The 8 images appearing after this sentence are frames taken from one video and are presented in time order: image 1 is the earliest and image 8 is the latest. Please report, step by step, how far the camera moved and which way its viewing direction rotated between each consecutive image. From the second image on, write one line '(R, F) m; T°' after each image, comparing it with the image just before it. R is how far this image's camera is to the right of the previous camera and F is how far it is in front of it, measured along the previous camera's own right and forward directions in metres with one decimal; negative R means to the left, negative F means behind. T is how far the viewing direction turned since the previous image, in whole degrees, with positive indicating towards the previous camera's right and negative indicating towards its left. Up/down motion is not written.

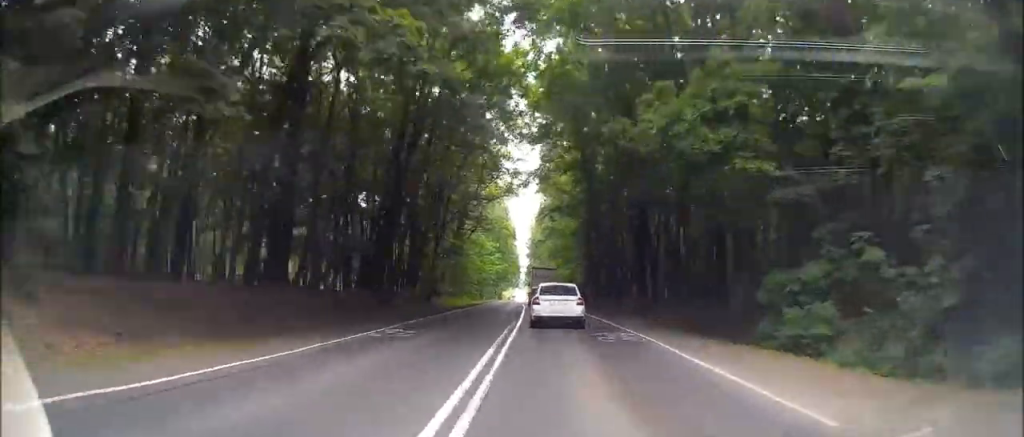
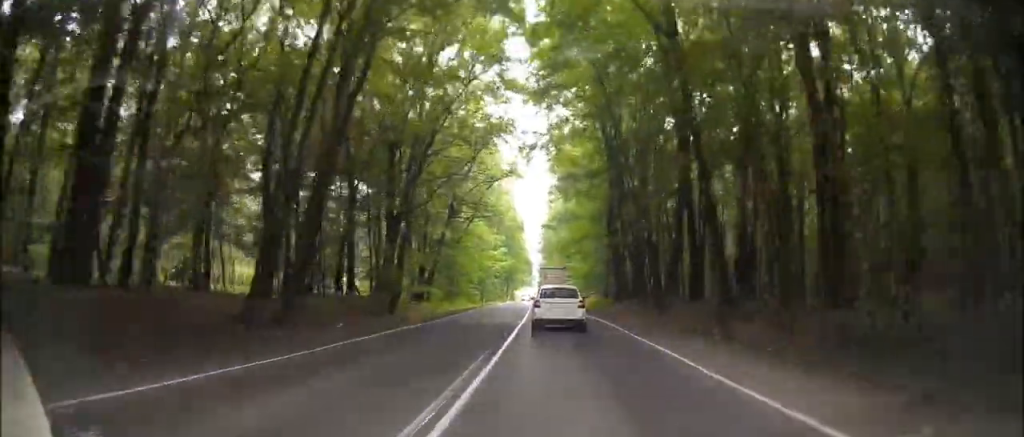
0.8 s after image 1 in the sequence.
(0.0, +14.1) m; +1°
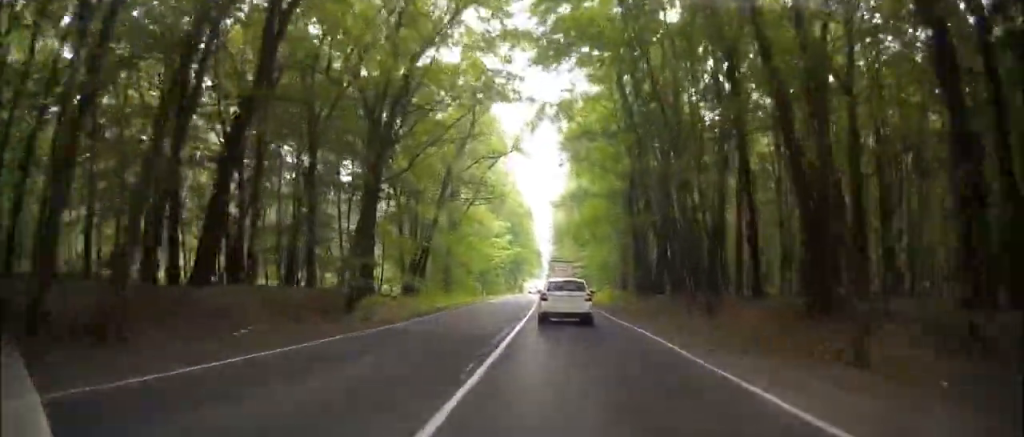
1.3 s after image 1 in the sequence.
(+0.4, +8.9) m; +1°
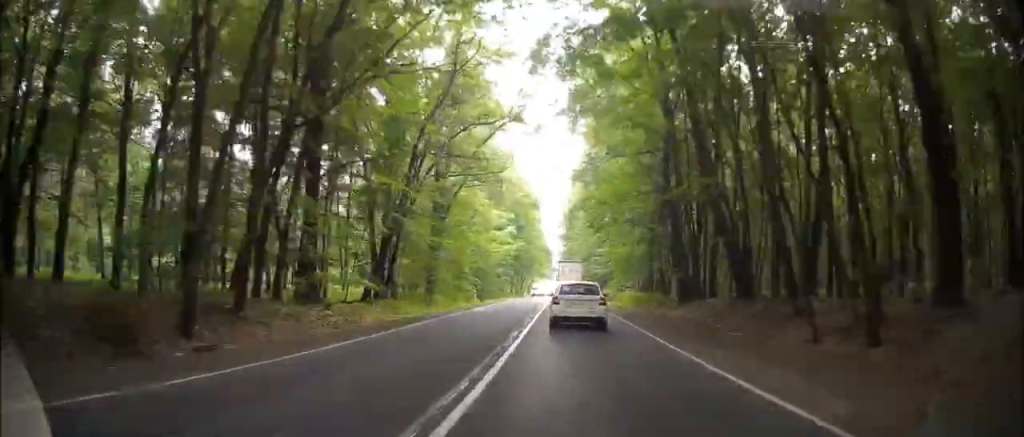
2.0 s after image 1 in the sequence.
(-0.3, +12.7) m; 0°
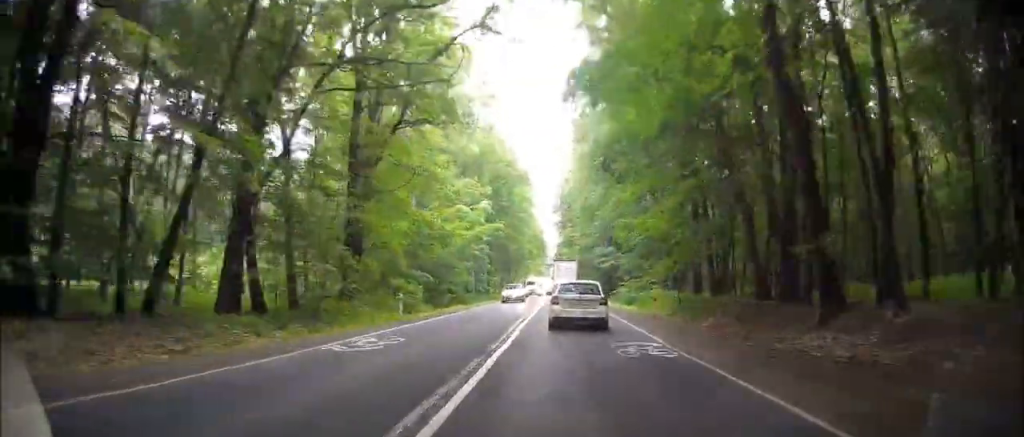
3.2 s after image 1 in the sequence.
(+0.1, +19.3) m; 0°
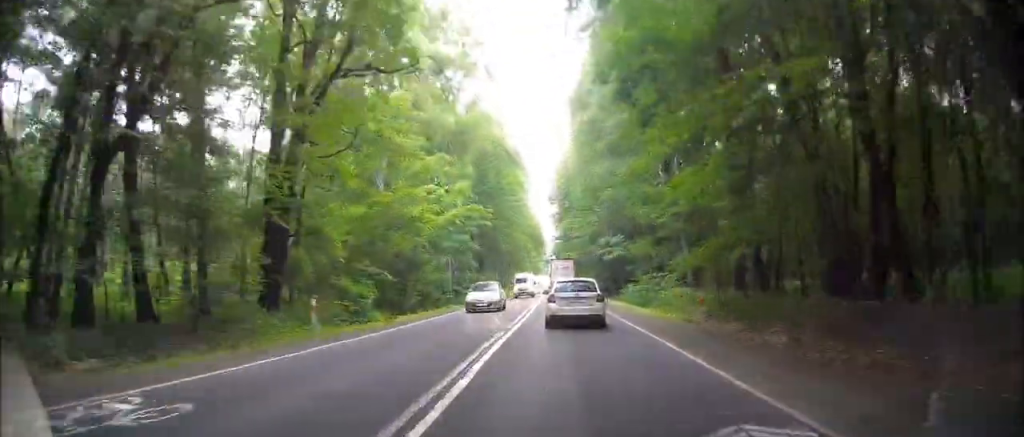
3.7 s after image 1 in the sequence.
(0.0, +8.4) m; 0°
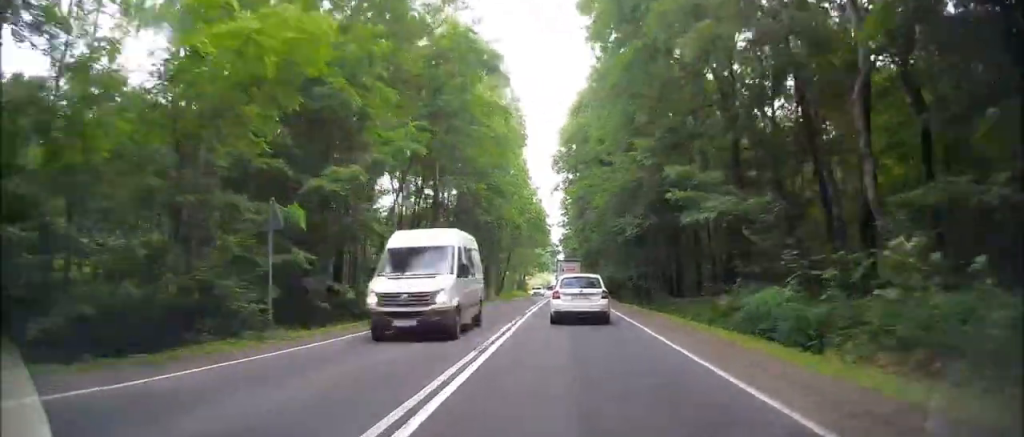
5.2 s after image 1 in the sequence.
(-0.5, +22.8) m; -2°
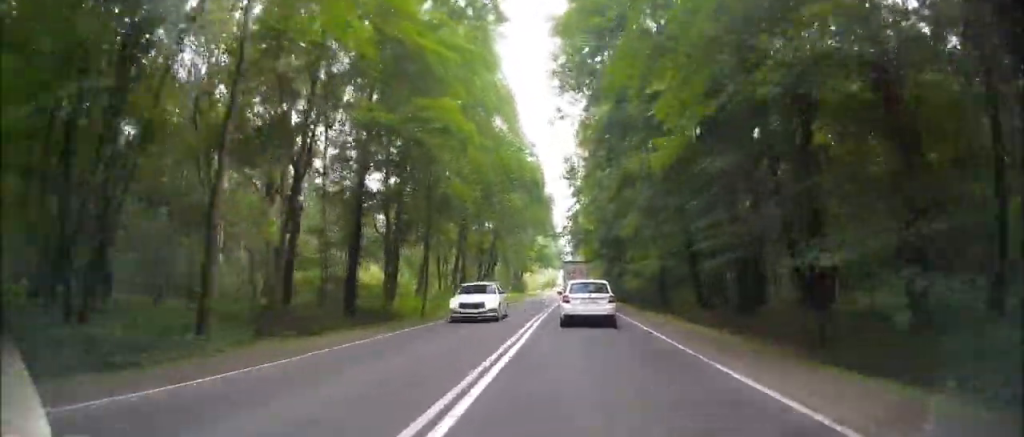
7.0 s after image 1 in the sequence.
(-0.2, +28.3) m; -1°
